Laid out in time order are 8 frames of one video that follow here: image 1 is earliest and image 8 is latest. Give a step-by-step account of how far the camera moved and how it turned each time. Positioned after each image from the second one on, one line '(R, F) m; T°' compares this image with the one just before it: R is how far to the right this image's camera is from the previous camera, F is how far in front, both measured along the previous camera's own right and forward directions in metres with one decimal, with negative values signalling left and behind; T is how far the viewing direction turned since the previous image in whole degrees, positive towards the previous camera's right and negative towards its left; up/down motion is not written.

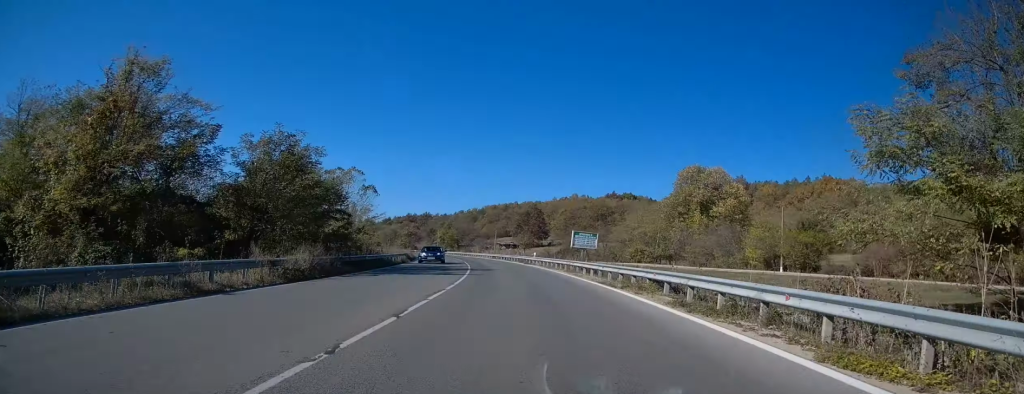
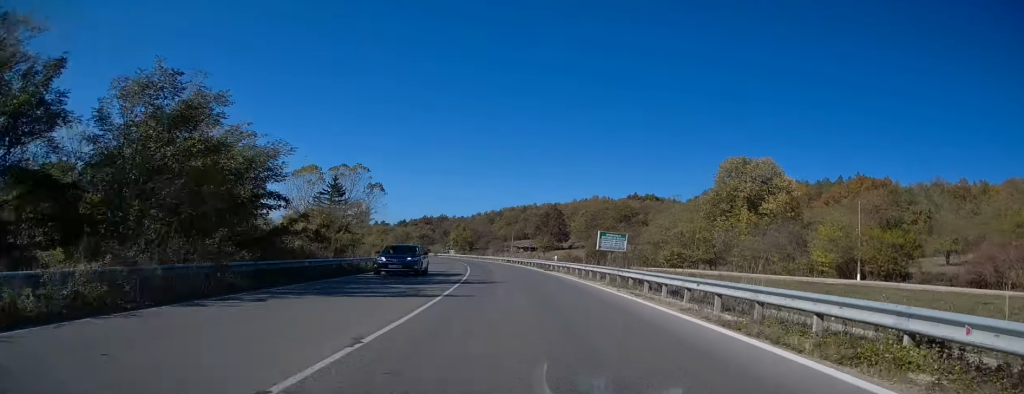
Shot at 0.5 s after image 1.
(-0.1, +11.5) m; -1°
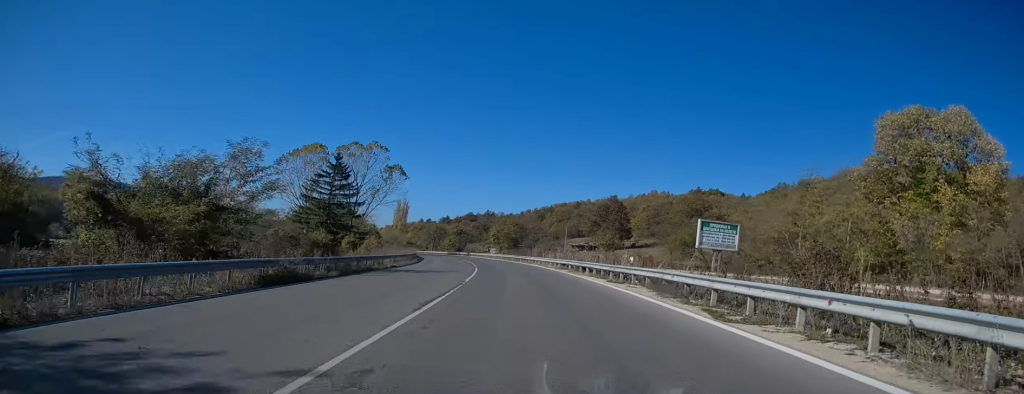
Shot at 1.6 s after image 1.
(-0.8, +28.8) m; -4°
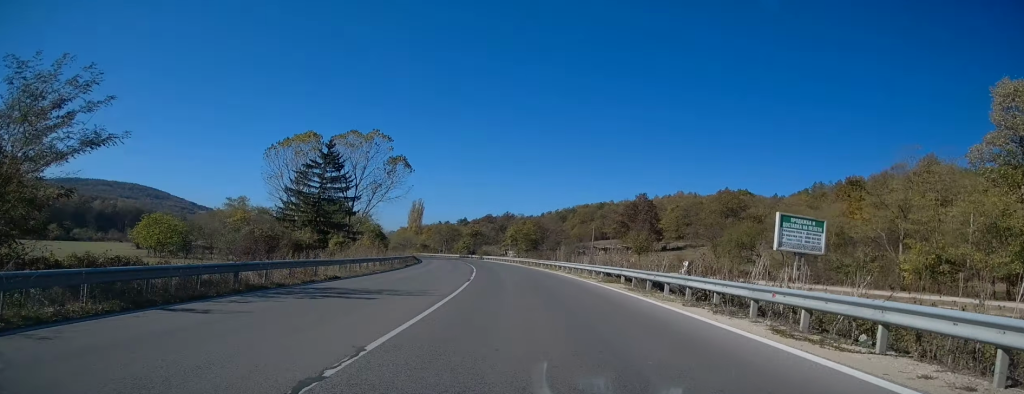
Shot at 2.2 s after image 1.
(-0.1, +14.0) m; -3°
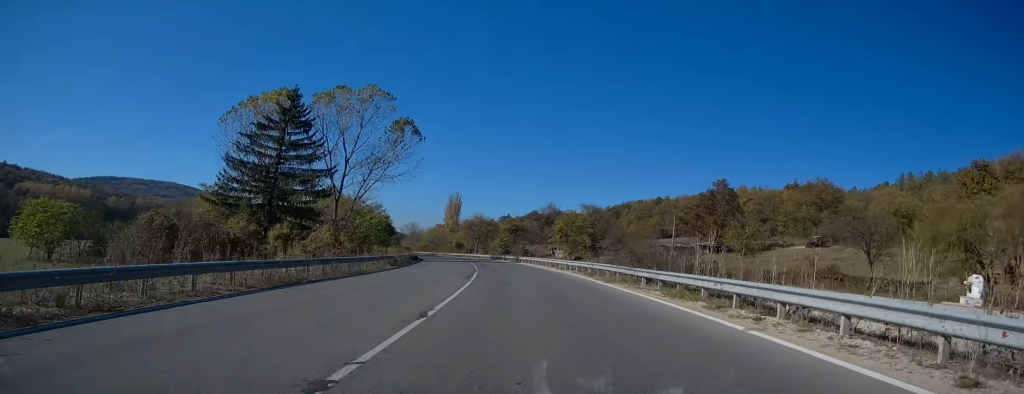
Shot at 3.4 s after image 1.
(-1.5, +28.8) m; -4°
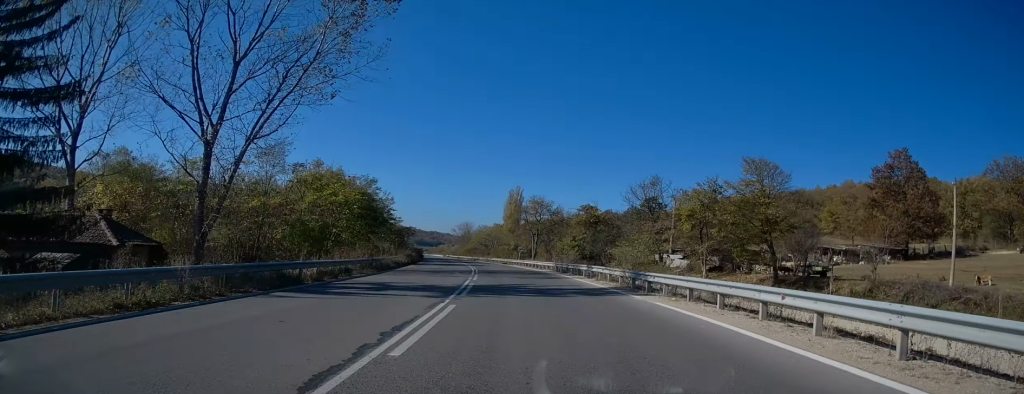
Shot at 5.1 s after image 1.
(-1.5, +42.8) m; -6°
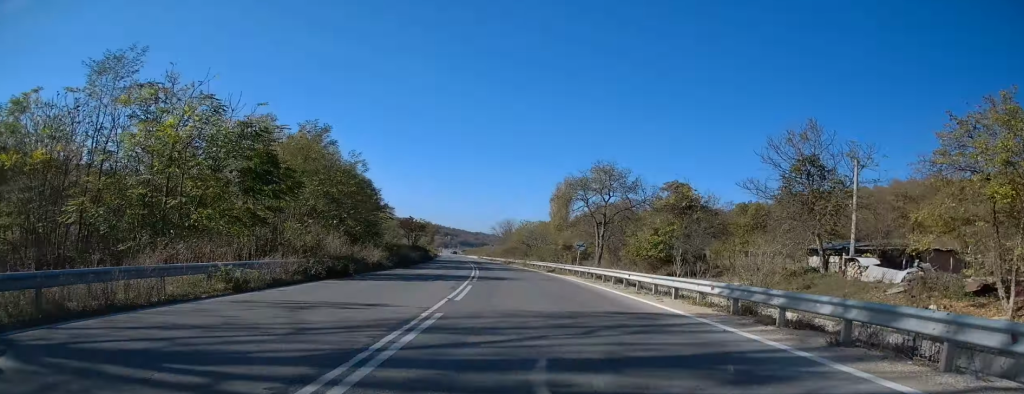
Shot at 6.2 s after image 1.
(-1.2, +28.2) m; -5°
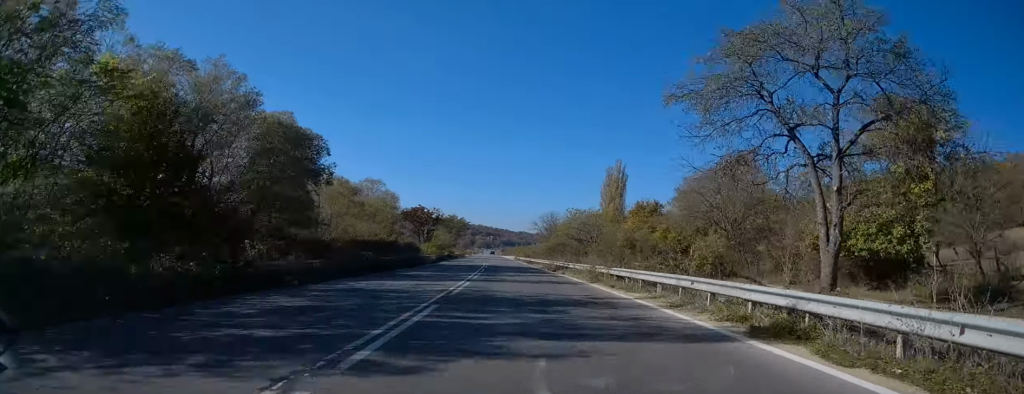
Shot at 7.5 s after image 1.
(-1.3, +30.9) m; -4°
